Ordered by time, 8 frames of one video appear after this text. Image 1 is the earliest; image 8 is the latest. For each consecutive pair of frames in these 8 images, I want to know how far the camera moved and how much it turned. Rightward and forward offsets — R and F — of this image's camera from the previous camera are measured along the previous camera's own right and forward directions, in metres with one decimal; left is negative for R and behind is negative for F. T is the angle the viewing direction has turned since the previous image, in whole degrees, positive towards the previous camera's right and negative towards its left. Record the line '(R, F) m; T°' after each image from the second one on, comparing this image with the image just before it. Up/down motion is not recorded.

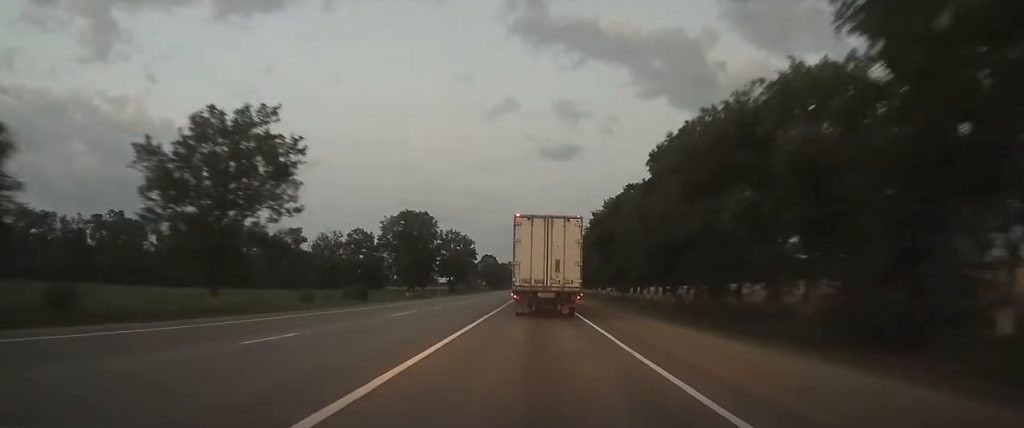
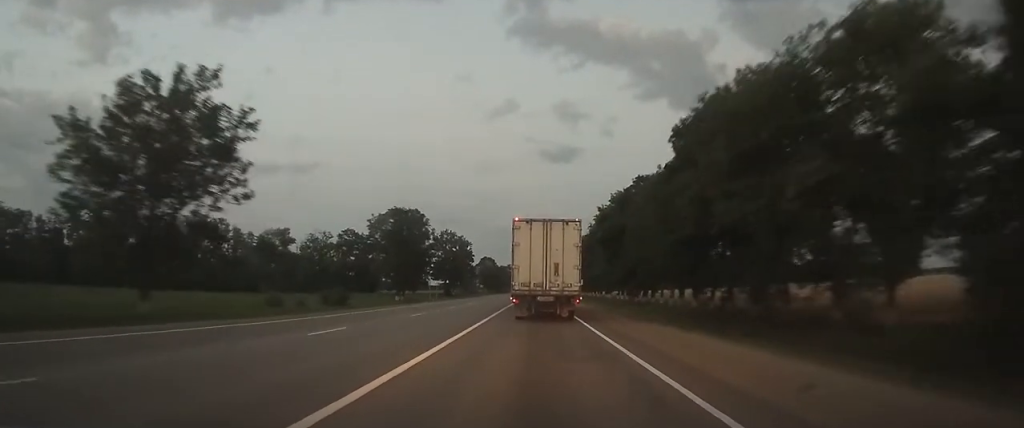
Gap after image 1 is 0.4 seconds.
(0.0, +8.3) m; 0°
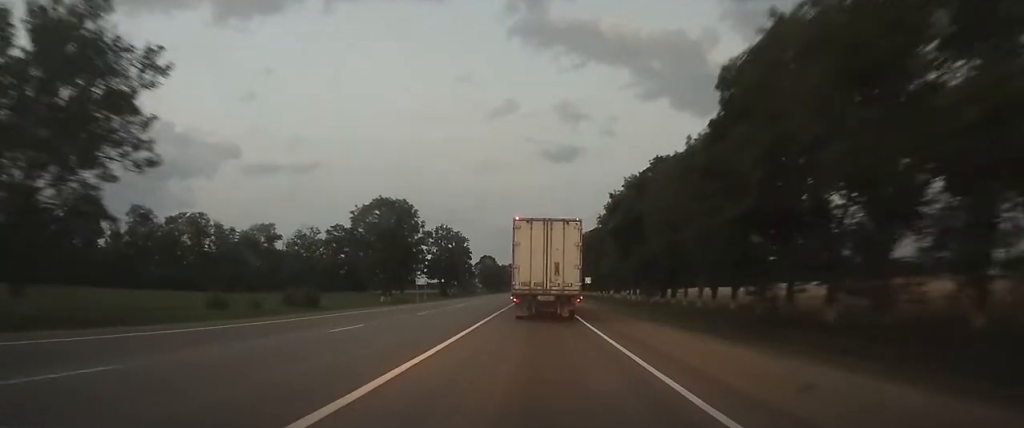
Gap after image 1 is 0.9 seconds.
(0.0, +10.4) m; 0°
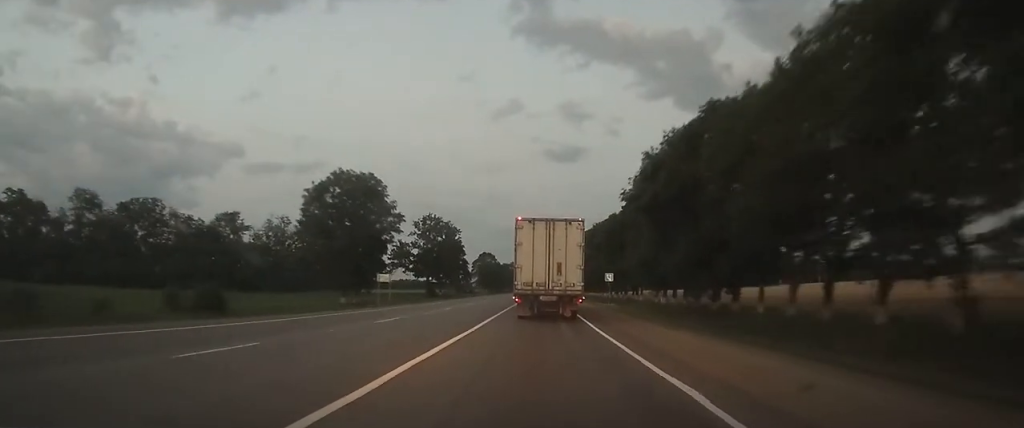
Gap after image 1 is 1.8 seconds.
(-0.1, +19.5) m; 0°
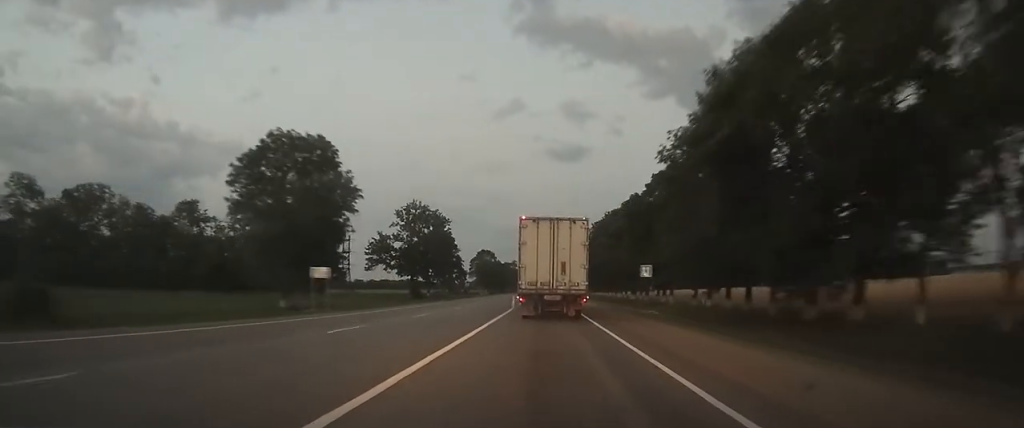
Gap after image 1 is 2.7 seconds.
(0.0, +17.5) m; 0°
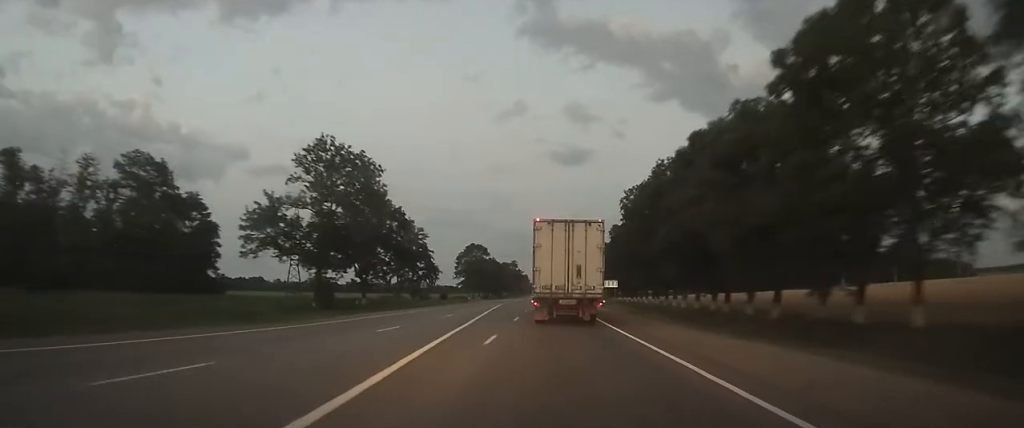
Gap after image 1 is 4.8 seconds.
(-0.1, +45.5) m; 0°
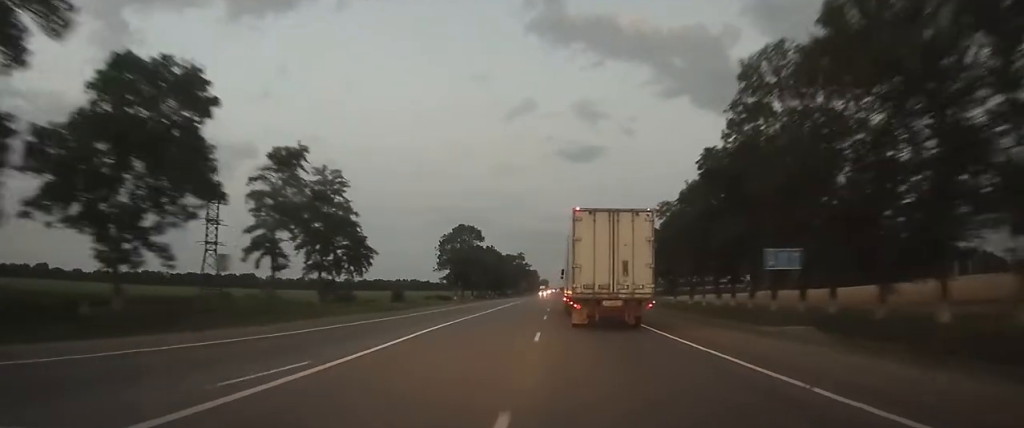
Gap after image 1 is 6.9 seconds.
(0.0, +46.5) m; 0°
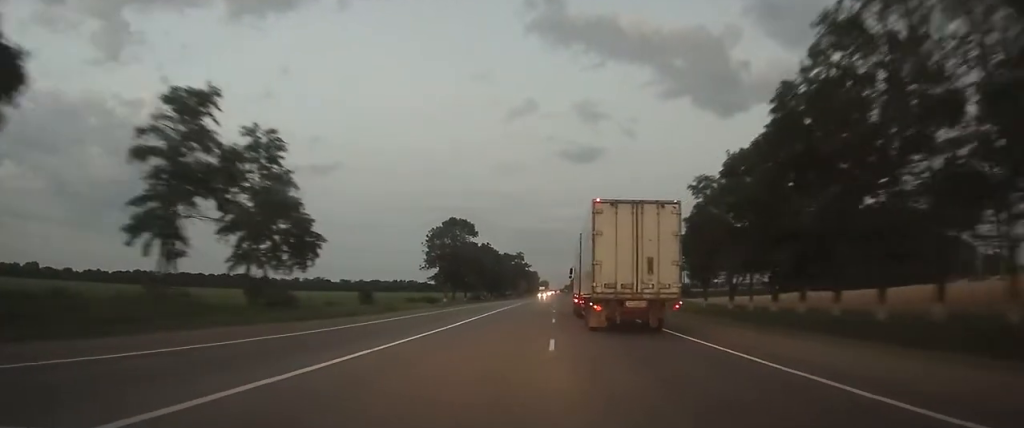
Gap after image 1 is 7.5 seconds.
(0.0, +14.5) m; 0°
